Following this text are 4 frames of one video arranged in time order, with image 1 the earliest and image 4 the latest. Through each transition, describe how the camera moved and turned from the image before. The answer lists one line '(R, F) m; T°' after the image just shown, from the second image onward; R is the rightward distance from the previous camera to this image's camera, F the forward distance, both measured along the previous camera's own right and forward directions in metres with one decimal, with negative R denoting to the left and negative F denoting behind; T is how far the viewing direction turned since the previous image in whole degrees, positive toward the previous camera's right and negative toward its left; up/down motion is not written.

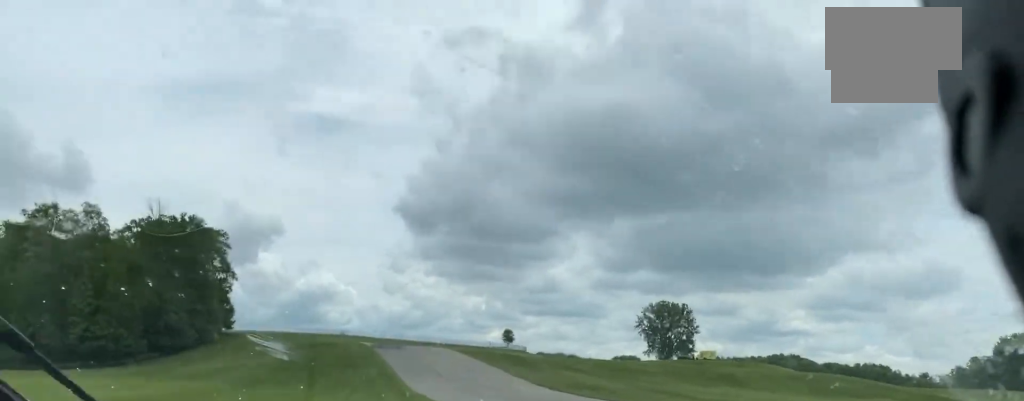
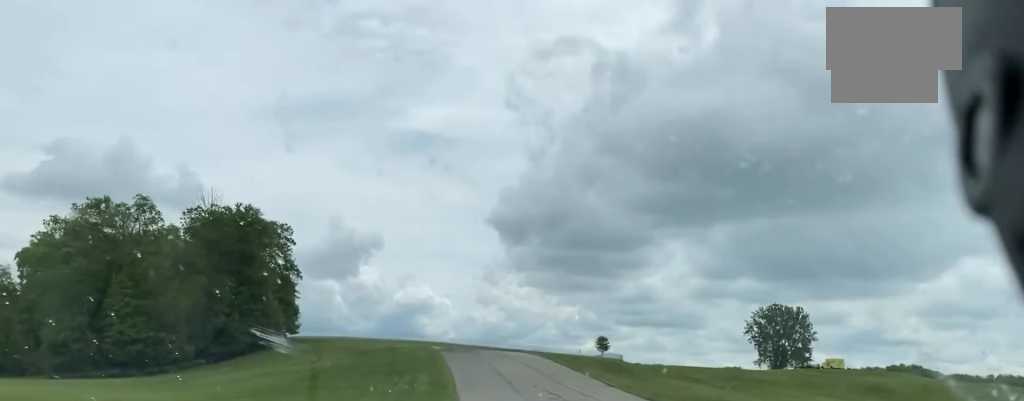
(-1.2, +20.2) m; -8°
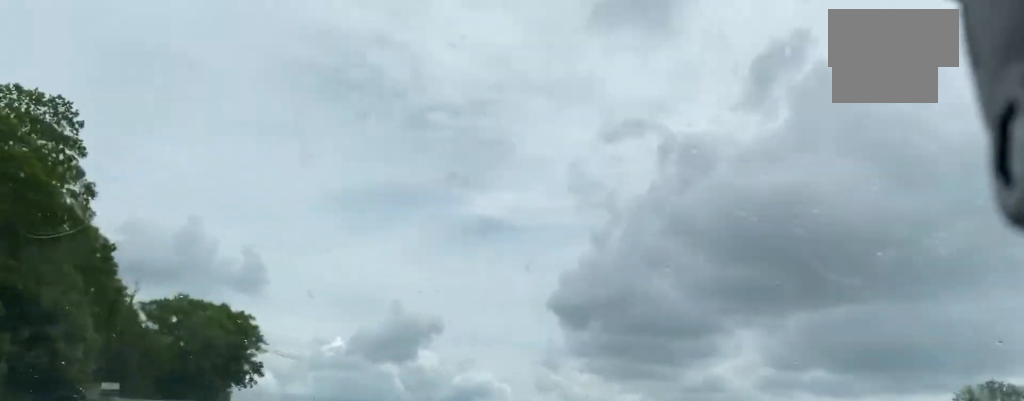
(-17.8, +94.8) m; -8°
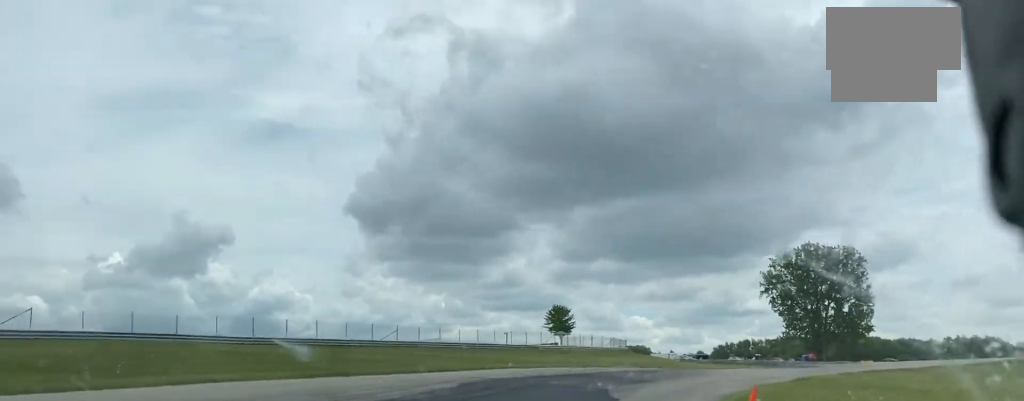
(+6.9, +45.9) m; +18°
